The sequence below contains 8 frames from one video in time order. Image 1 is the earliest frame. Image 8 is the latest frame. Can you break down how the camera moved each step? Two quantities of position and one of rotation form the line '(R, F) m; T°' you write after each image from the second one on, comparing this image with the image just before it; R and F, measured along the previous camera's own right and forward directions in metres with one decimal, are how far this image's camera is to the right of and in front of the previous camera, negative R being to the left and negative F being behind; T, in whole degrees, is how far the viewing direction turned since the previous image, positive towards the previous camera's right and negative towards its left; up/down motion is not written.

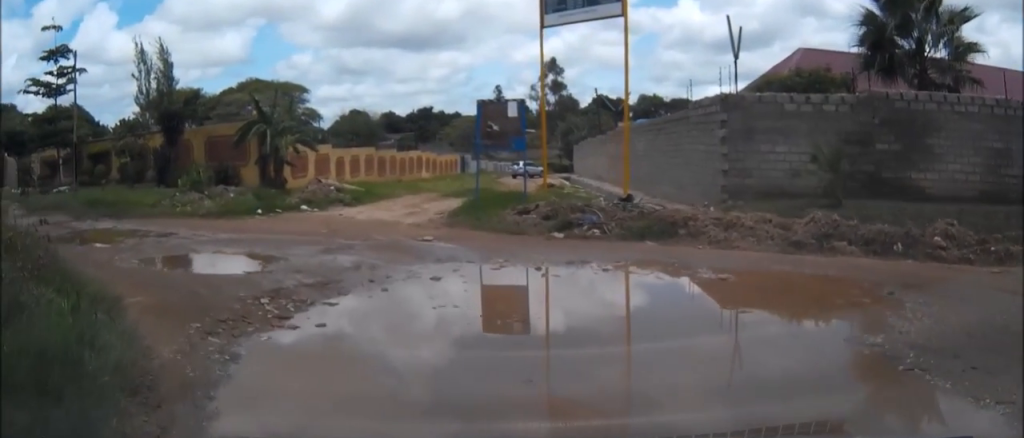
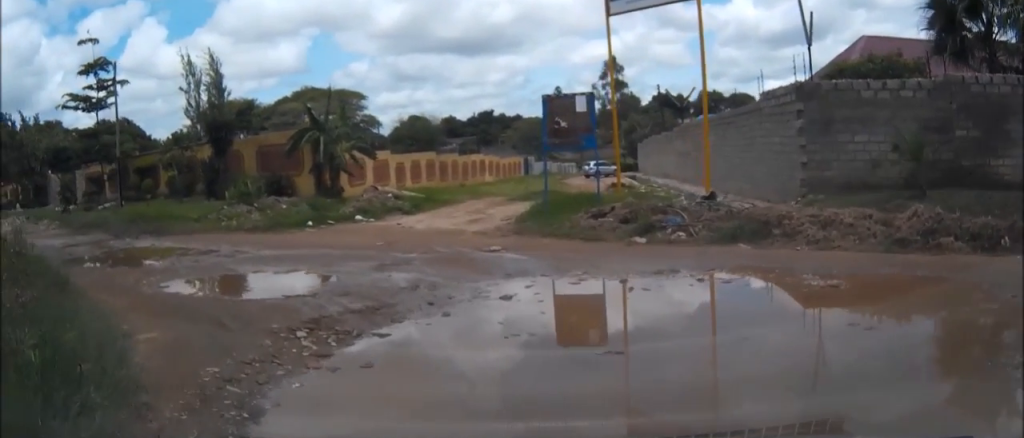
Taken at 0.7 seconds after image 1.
(0.0, +1.1) m; -4°
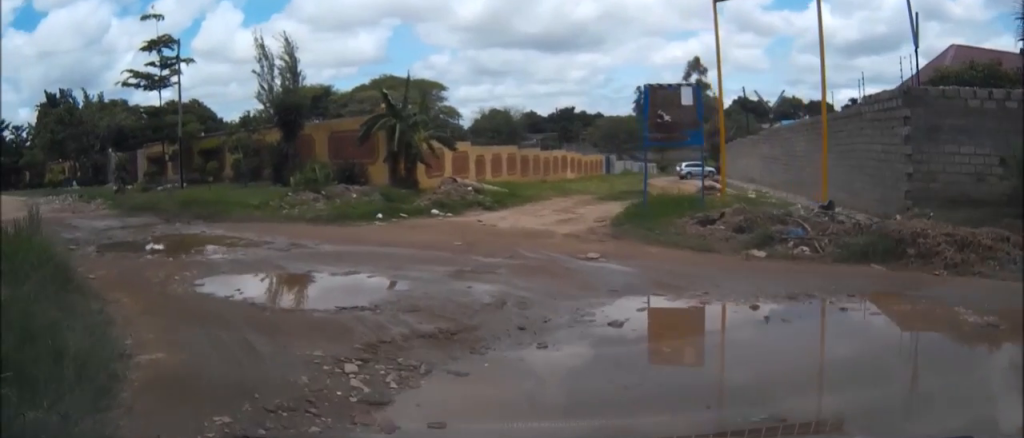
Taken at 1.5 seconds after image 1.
(-0.1, +1.3) m; -7°
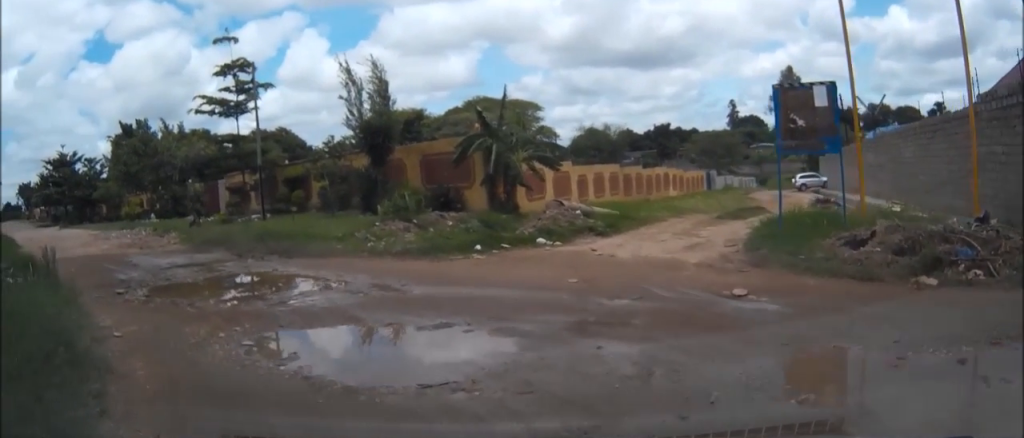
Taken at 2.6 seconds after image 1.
(-0.2, +1.6) m; -11°
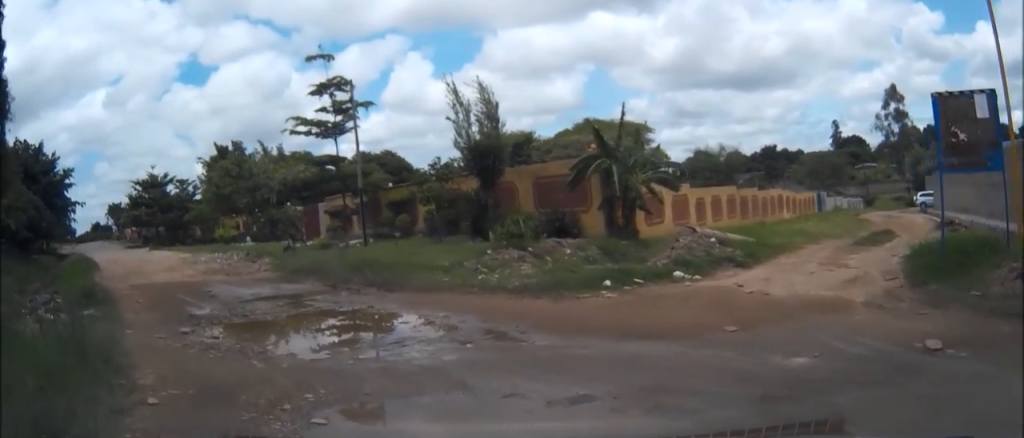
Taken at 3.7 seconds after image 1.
(-0.1, +1.6) m; -6°
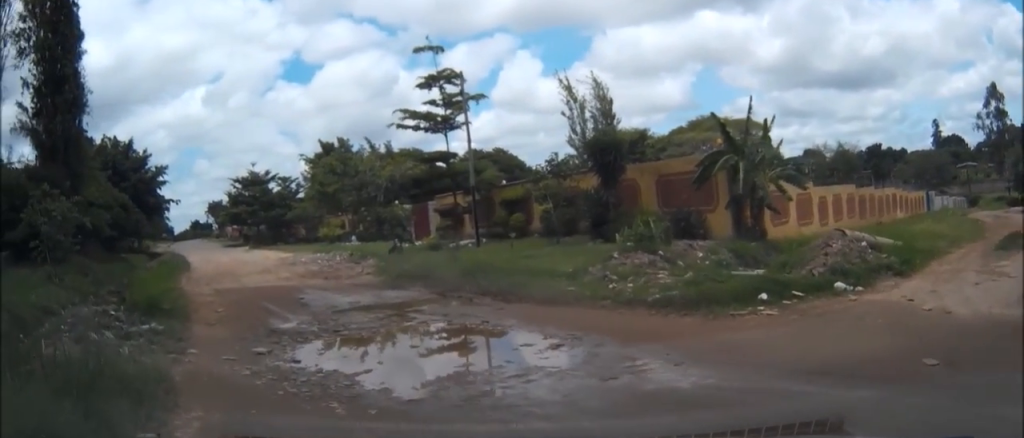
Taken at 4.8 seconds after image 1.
(0.0, +1.6) m; -1°
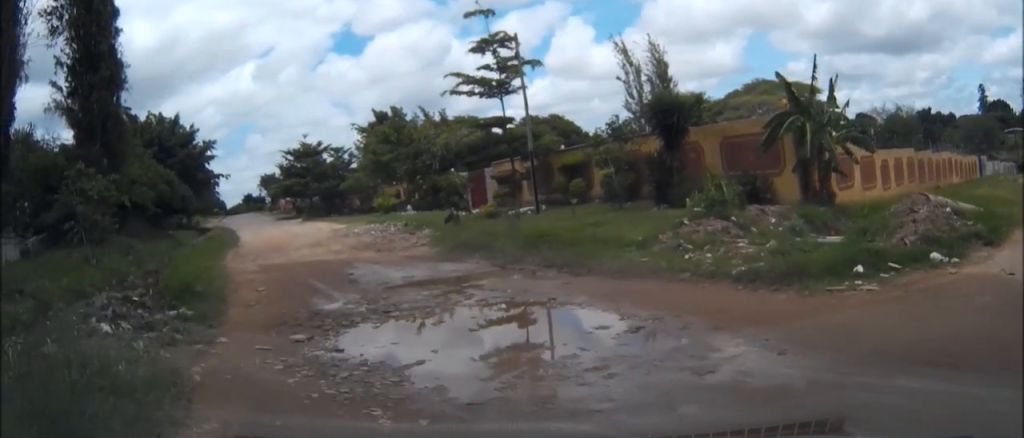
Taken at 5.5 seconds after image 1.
(-0.2, +1.0) m; 0°
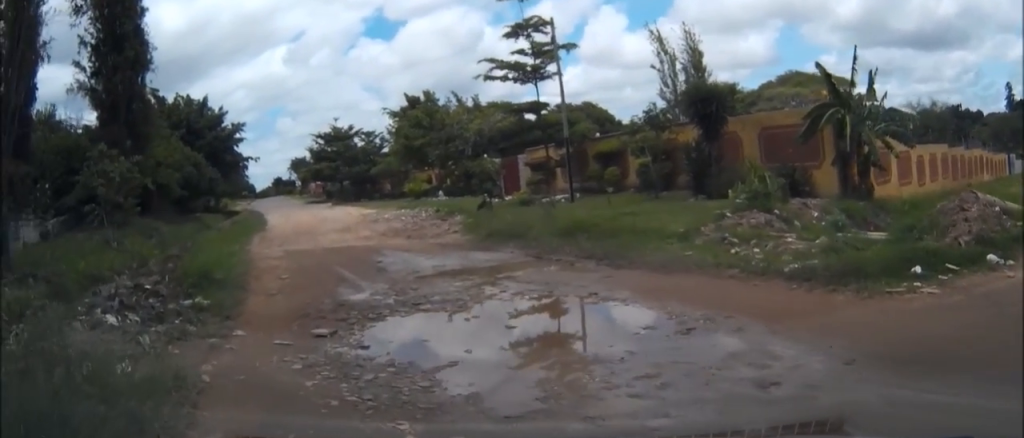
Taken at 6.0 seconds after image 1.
(-0.2, +0.5) m; 0°
